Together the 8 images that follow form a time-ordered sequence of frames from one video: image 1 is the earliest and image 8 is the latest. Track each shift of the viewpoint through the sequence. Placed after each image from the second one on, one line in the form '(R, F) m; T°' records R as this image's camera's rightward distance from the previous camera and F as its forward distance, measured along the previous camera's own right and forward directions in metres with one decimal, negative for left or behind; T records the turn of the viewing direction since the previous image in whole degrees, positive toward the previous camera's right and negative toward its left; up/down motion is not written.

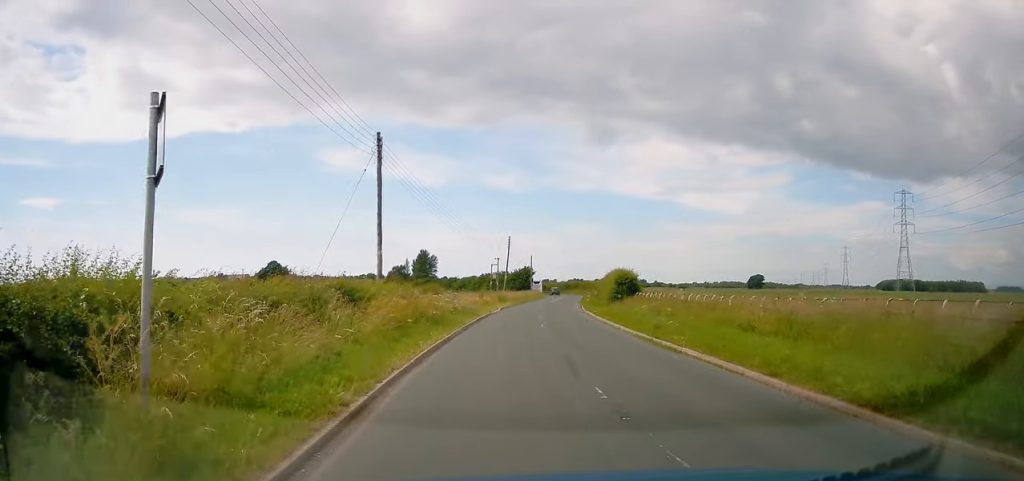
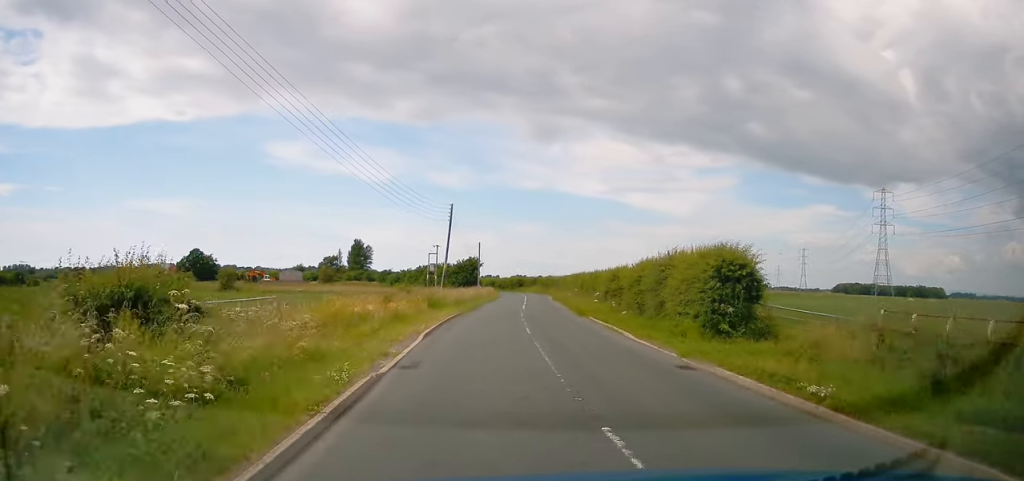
(+1.2, +25.7) m; +4°
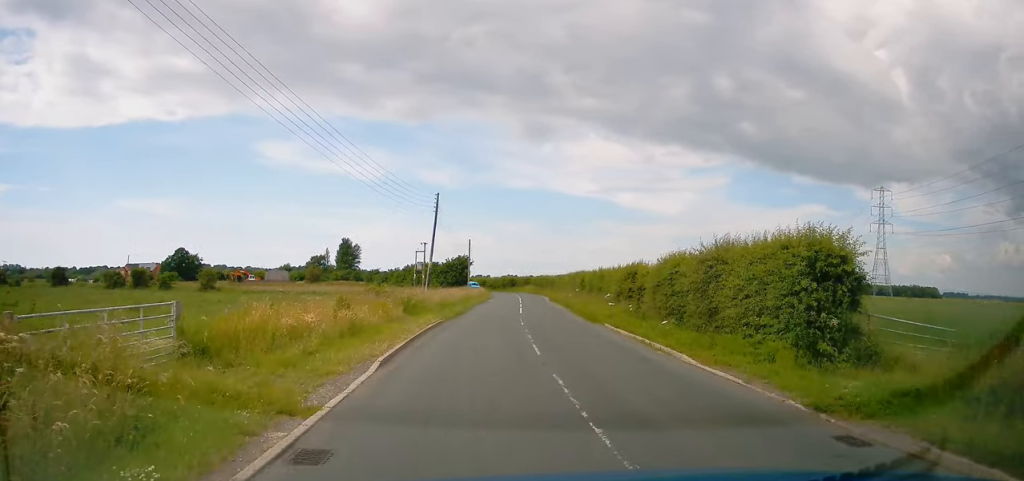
(0.0, +5.7) m; 0°
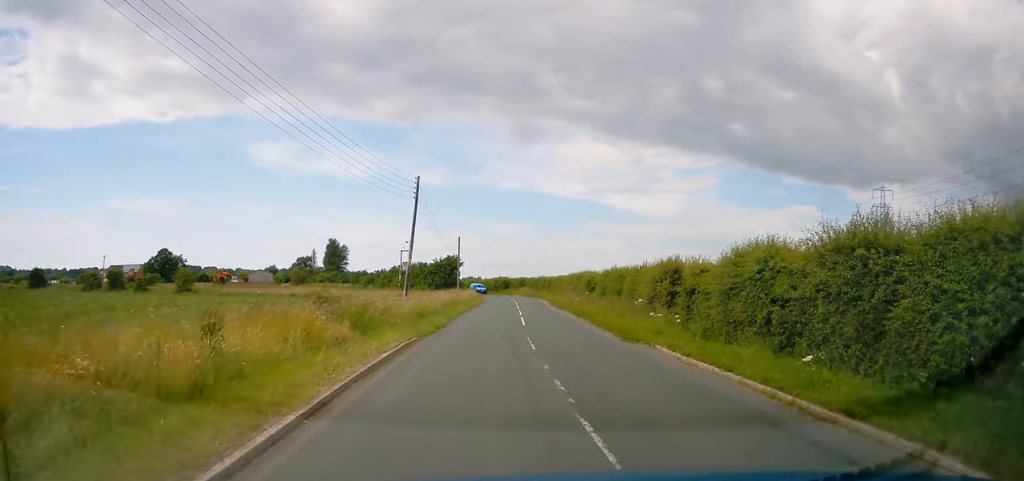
(+0.3, +7.8) m; +1°
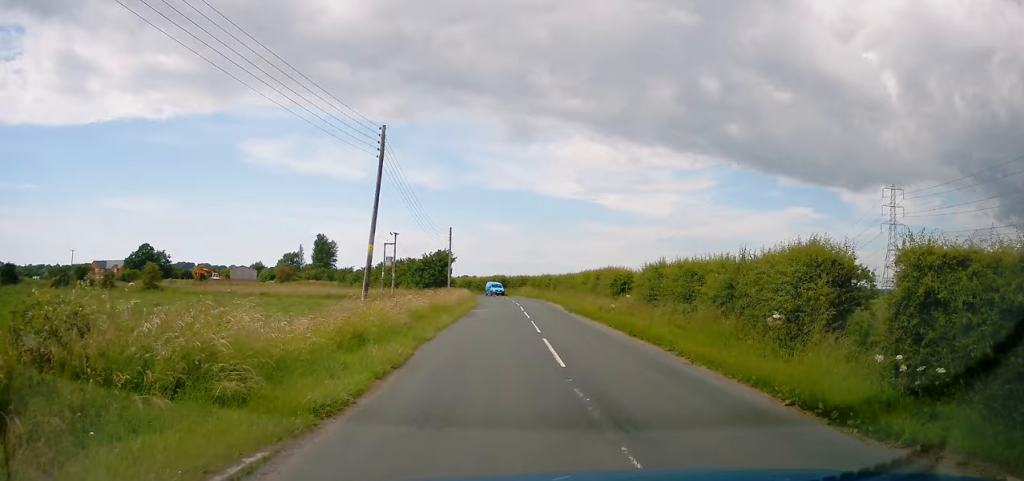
(-0.1, +11.3) m; 0°
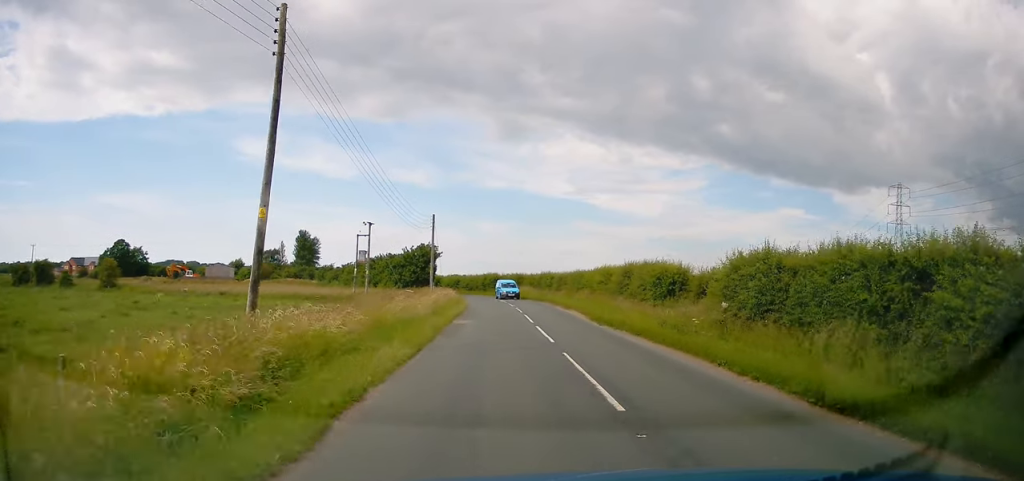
(0.0, +11.1) m; +1°
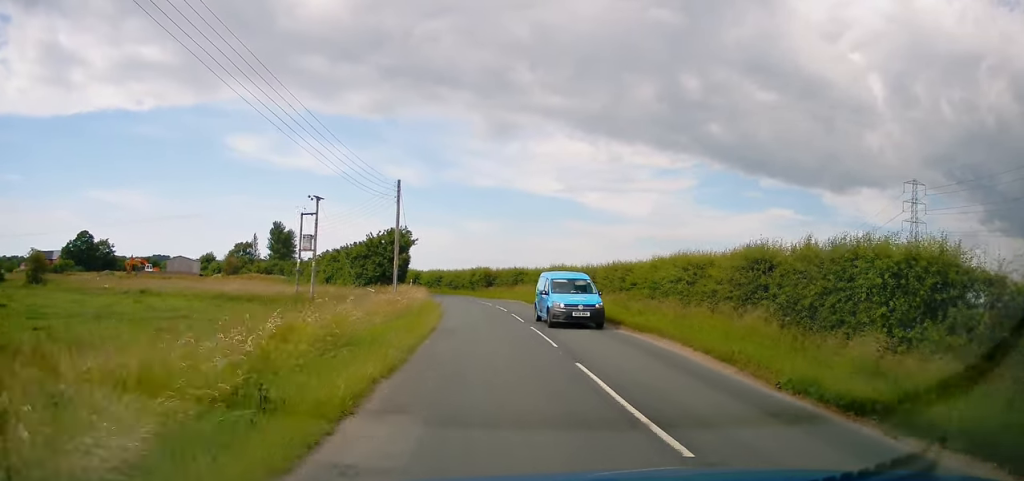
(+0.2, +17.8) m; +2°
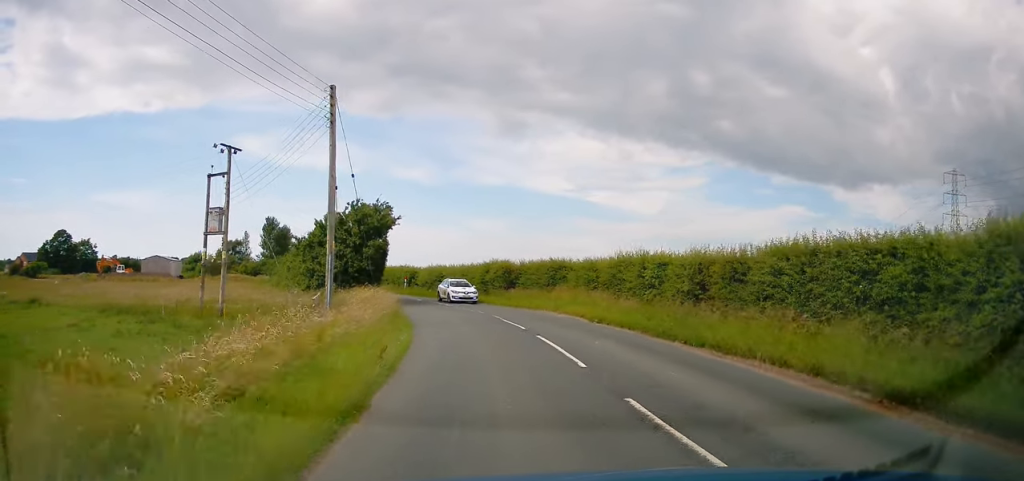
(+0.3, +19.5) m; -2°
